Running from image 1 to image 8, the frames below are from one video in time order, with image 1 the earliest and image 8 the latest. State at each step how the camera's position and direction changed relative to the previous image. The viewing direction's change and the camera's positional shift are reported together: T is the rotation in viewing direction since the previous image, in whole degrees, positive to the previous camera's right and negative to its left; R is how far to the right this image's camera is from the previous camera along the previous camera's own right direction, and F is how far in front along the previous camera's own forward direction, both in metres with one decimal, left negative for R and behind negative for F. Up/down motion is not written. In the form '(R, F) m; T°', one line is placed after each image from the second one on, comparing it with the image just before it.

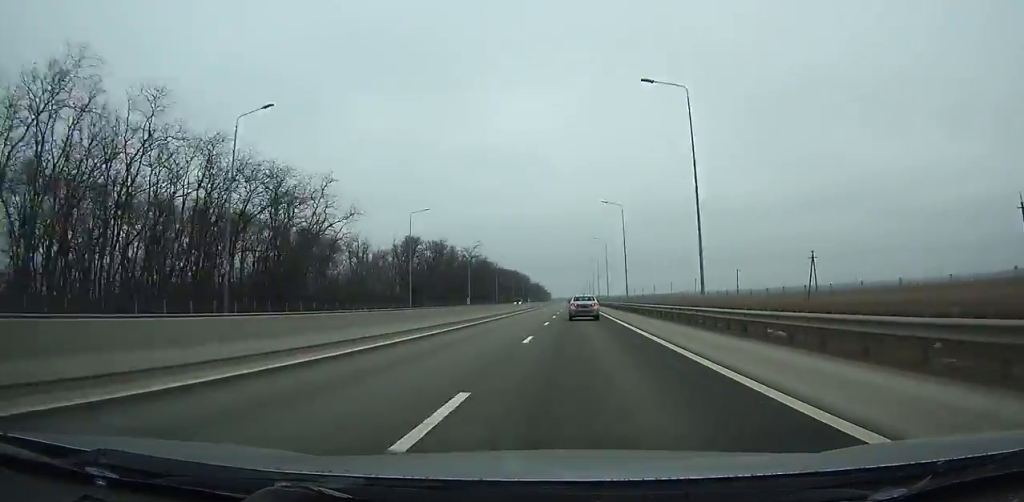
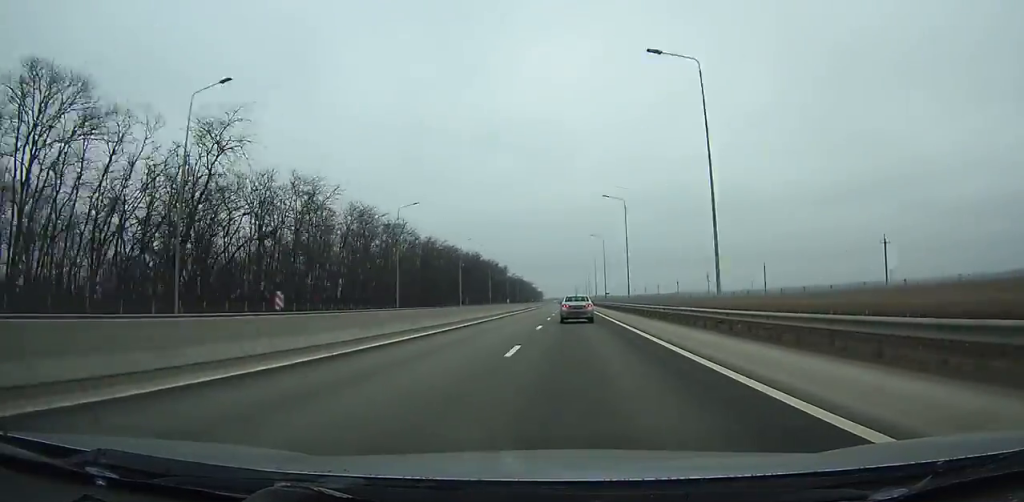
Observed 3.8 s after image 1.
(+0.2, +124.3) m; 0°
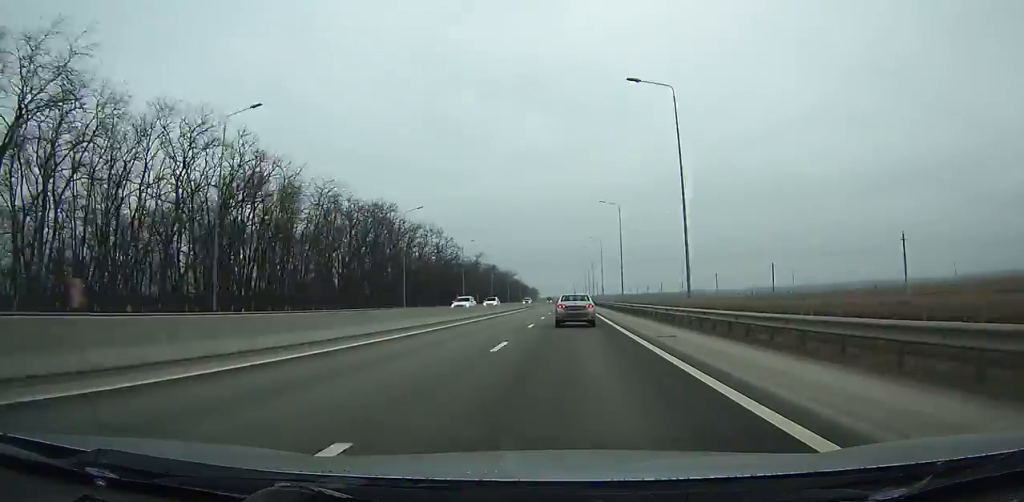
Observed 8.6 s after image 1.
(-0.2, +154.2) m; 0°
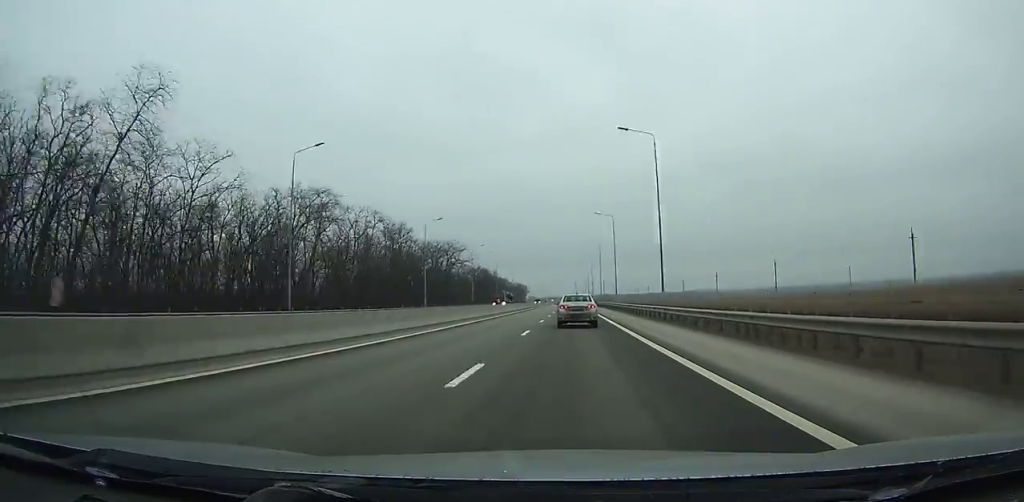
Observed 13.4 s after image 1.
(-0.1, +151.3) m; 0°
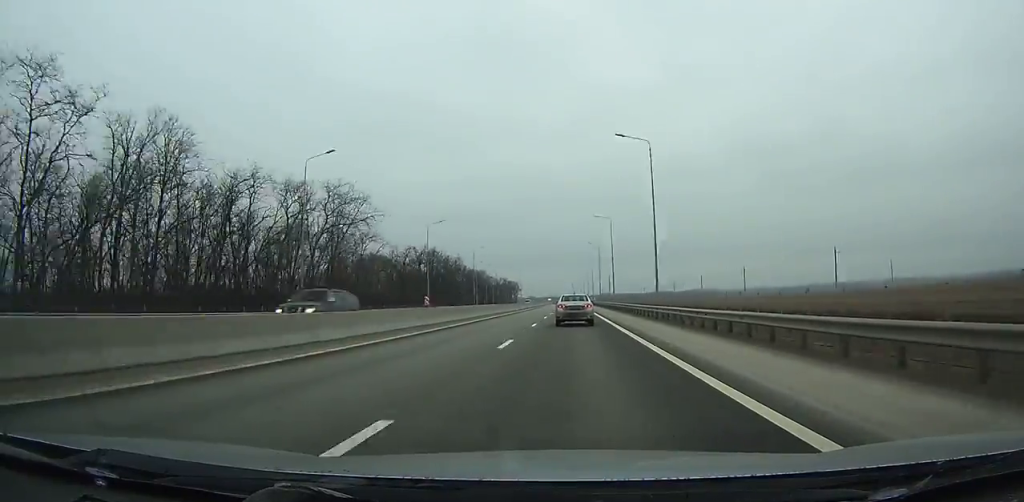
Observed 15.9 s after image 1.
(+0.1, +78.4) m; 0°
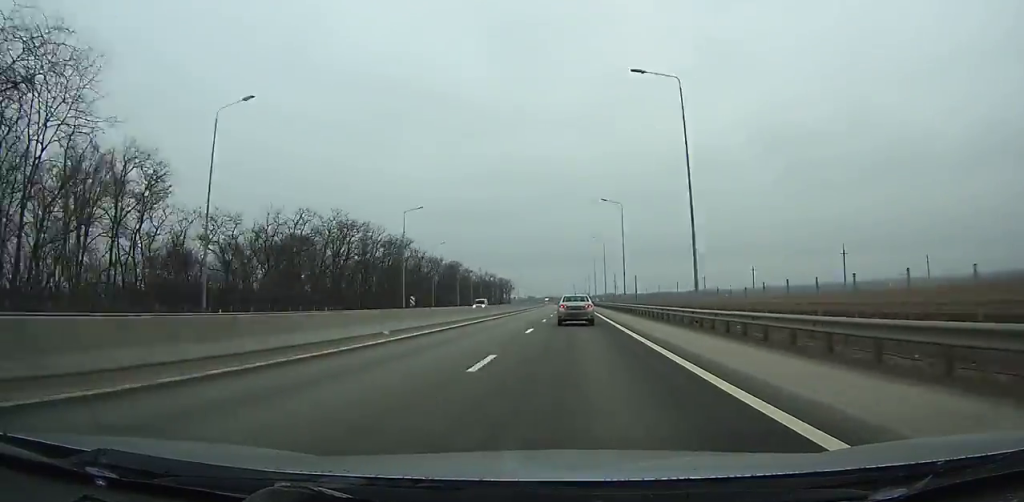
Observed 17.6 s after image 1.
(0.0, +53.4) m; 0°
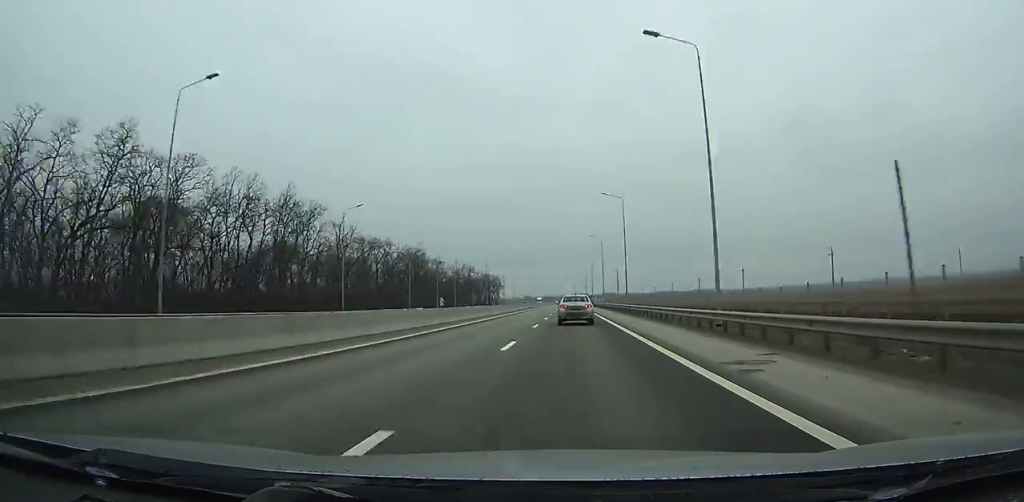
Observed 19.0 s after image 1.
(+0.1, +44.0) m; 0°
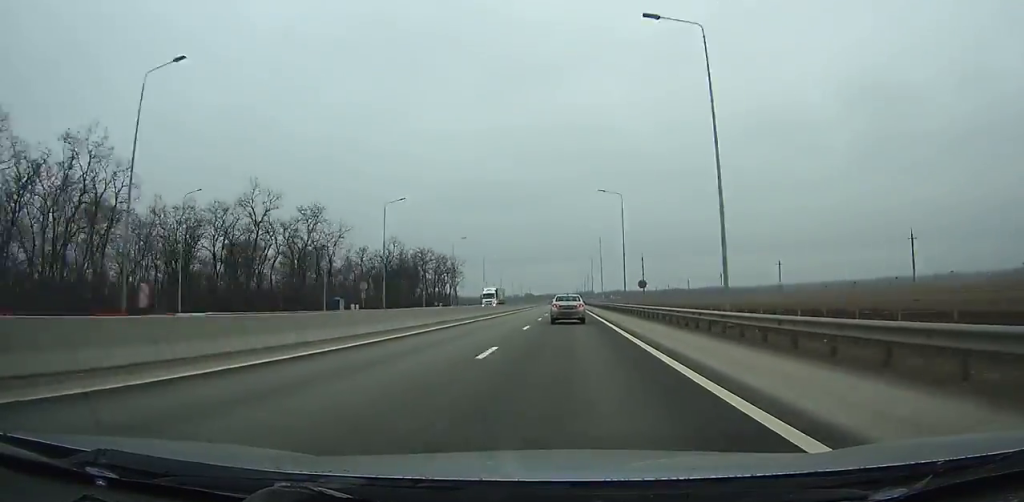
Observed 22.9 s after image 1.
(-0.4, +122.9) m; 0°
